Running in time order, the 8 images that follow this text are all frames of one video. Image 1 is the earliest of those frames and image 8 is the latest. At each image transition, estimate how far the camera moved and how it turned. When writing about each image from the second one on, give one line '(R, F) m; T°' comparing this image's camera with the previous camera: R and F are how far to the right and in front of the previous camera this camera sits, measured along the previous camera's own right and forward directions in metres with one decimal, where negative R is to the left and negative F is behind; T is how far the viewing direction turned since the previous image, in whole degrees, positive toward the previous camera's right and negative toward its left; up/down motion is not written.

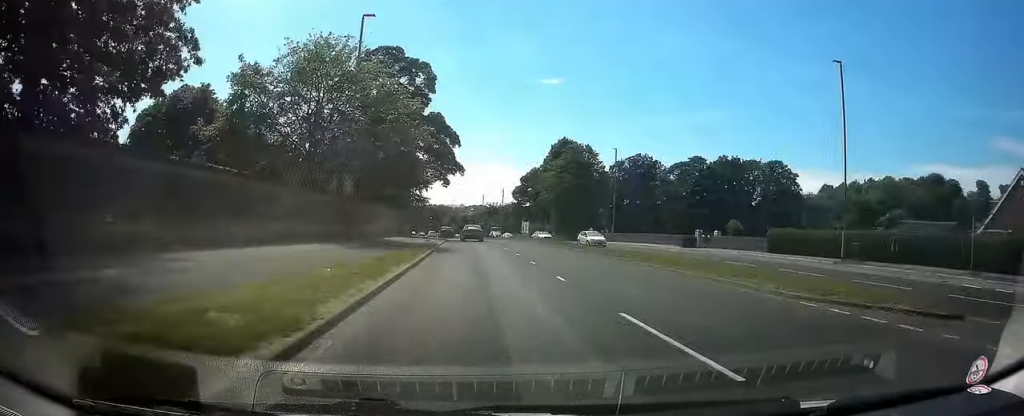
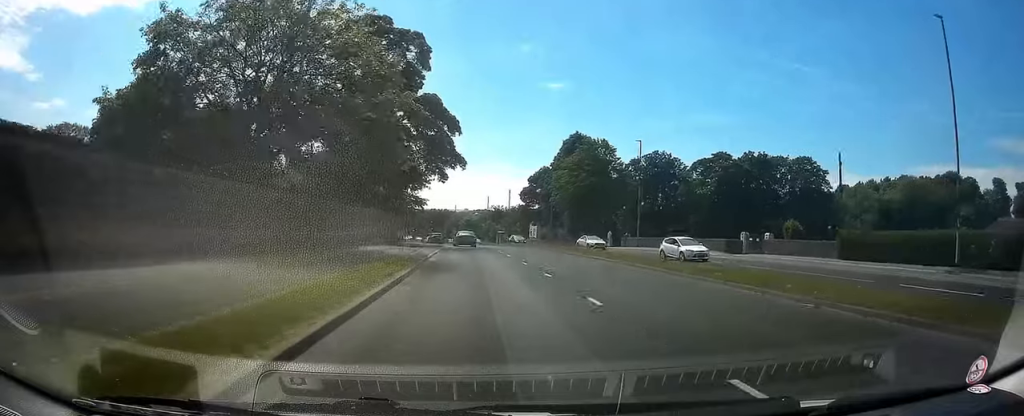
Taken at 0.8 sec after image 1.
(0.0, +10.2) m; -1°
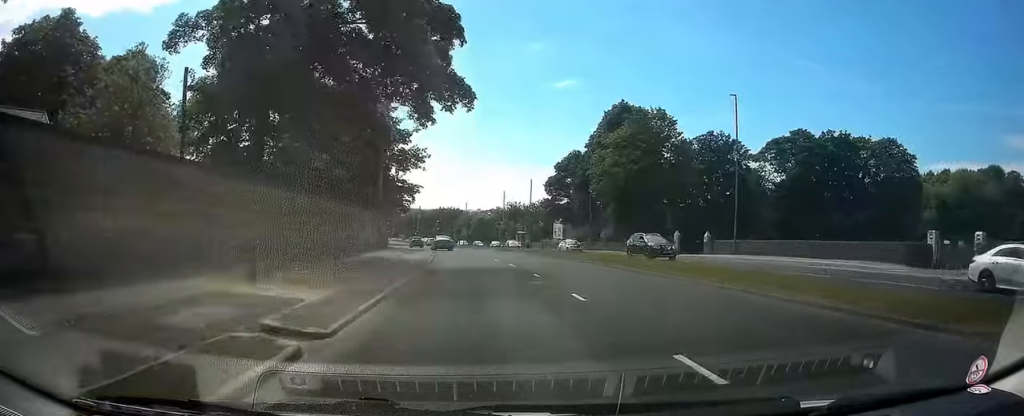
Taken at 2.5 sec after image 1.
(+0.1, +23.0) m; +1°
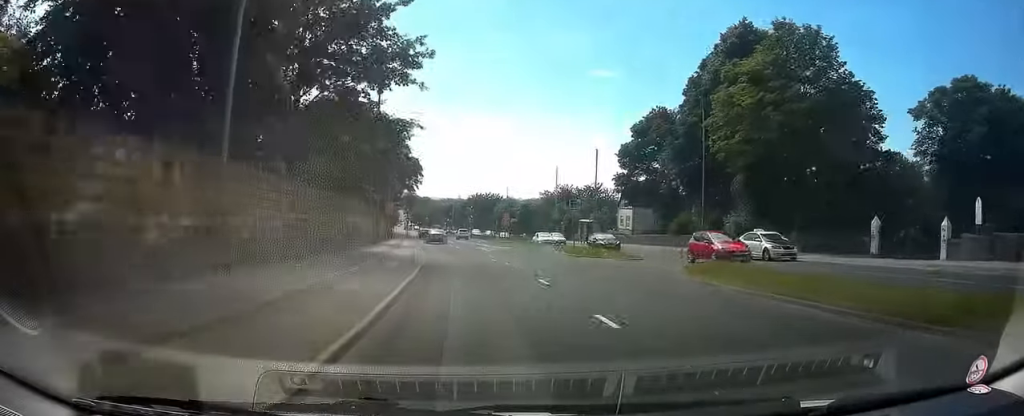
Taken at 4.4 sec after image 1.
(-0.8, +27.2) m; -2°
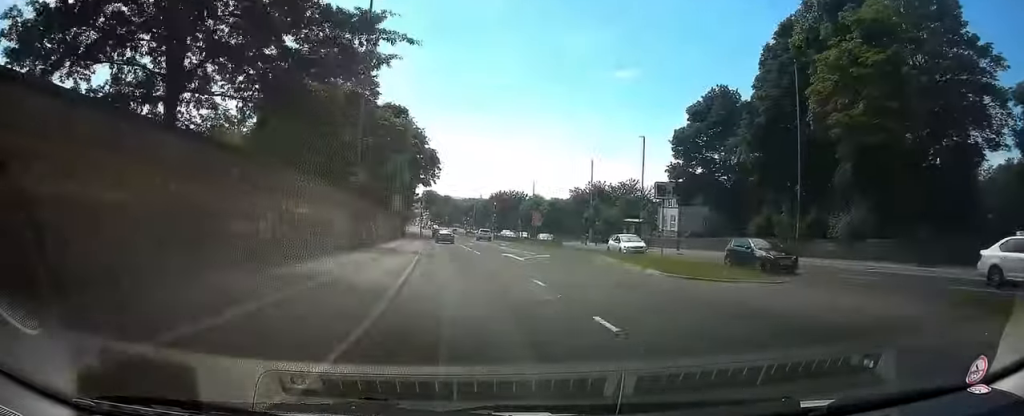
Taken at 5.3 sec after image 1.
(0.0, +11.9) m; -1°
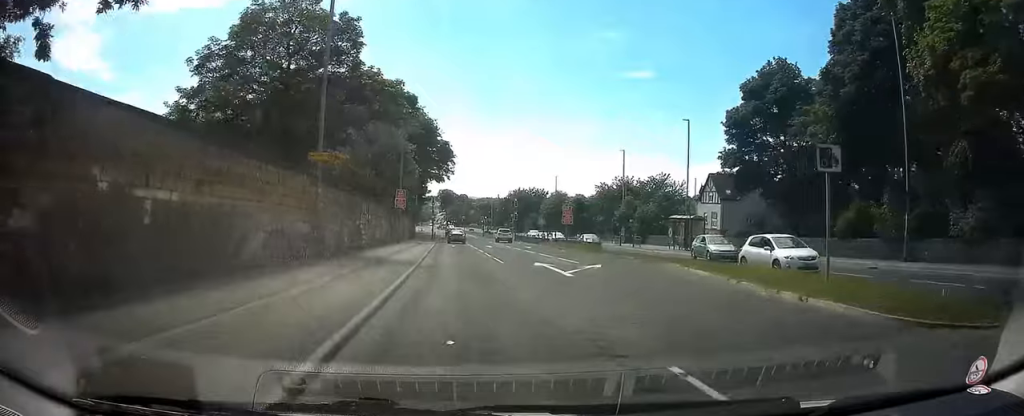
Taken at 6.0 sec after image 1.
(-0.1, +9.1) m; -1°
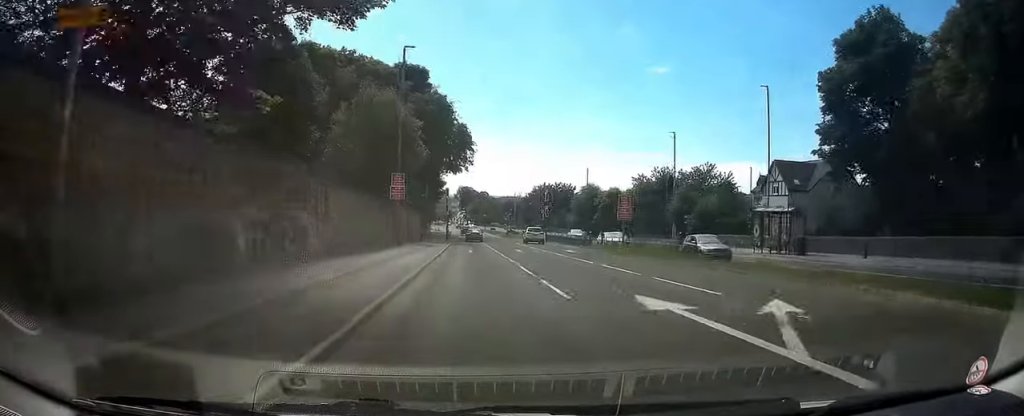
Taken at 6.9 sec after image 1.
(-0.2, +12.3) m; -1°
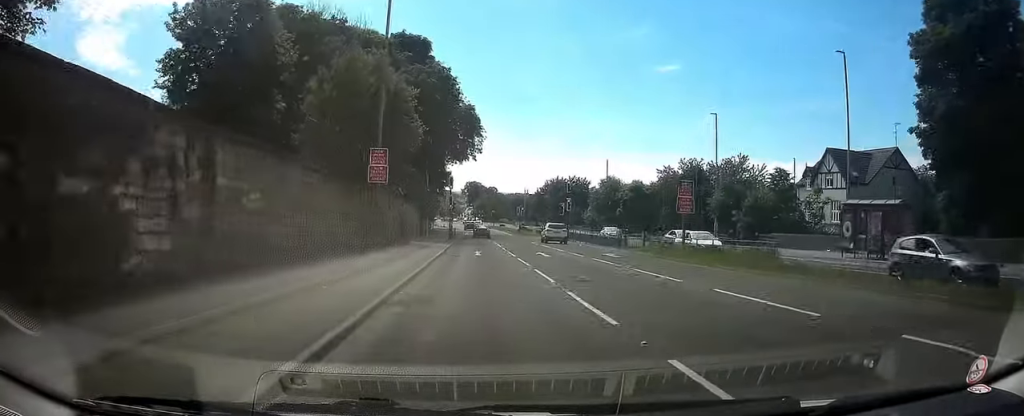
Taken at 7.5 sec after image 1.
(0.0, +9.1) m; 0°
